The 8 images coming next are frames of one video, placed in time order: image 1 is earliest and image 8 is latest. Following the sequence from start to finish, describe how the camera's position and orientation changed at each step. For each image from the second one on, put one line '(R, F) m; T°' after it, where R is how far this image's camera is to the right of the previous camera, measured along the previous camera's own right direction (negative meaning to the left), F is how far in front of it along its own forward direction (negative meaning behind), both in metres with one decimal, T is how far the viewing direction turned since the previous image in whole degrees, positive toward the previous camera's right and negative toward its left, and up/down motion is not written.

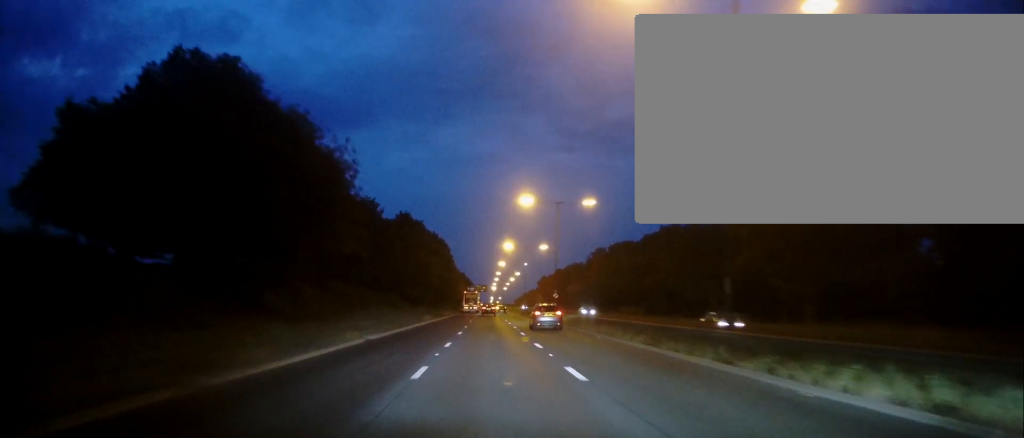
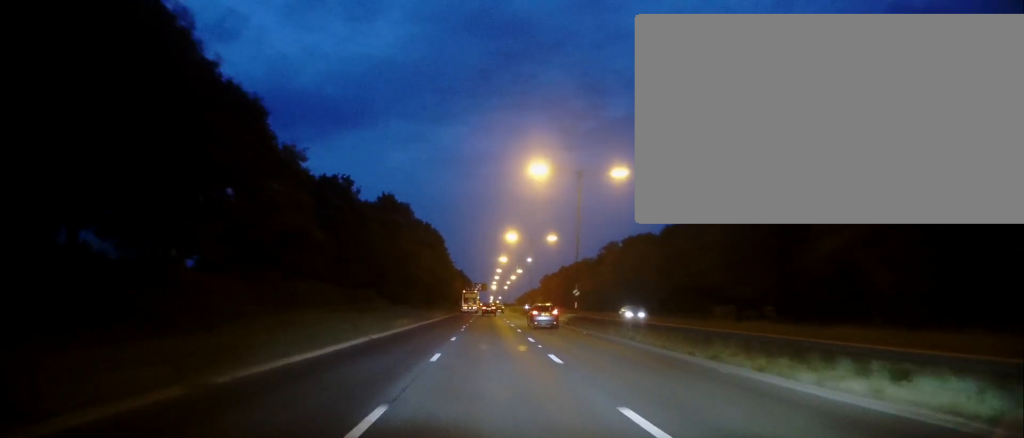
(0.0, +14.6) m; 0°
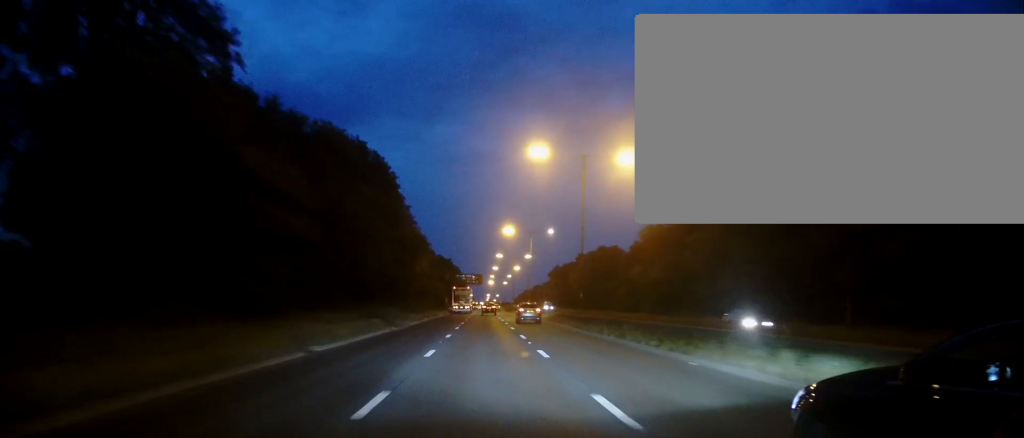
(0.0, +52.3) m; 0°
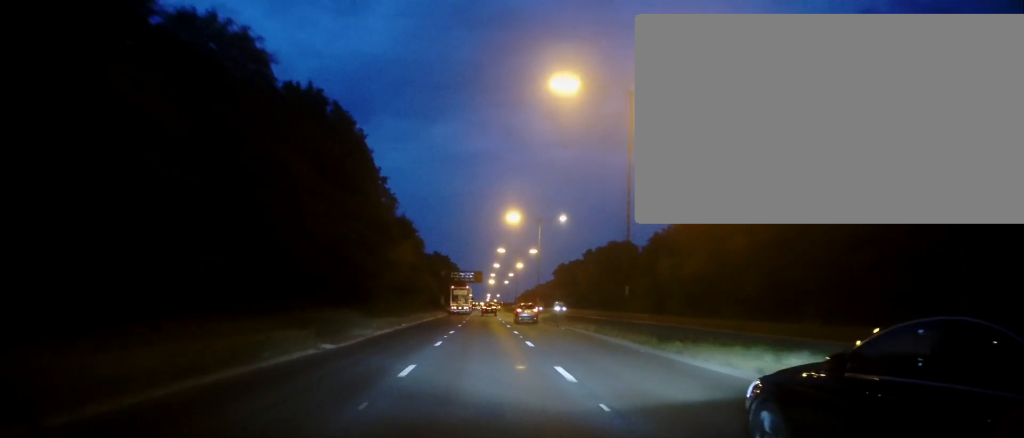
(0.0, +13.9) m; 0°
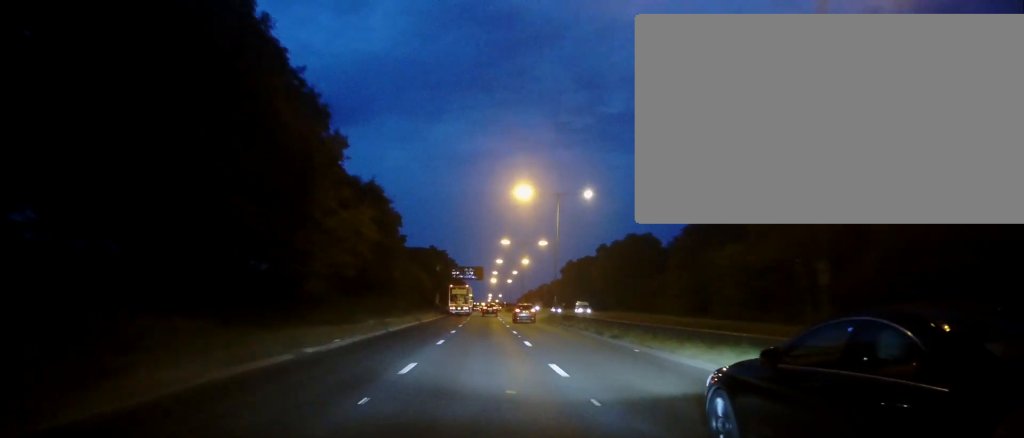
(0.0, +17.0) m; 0°
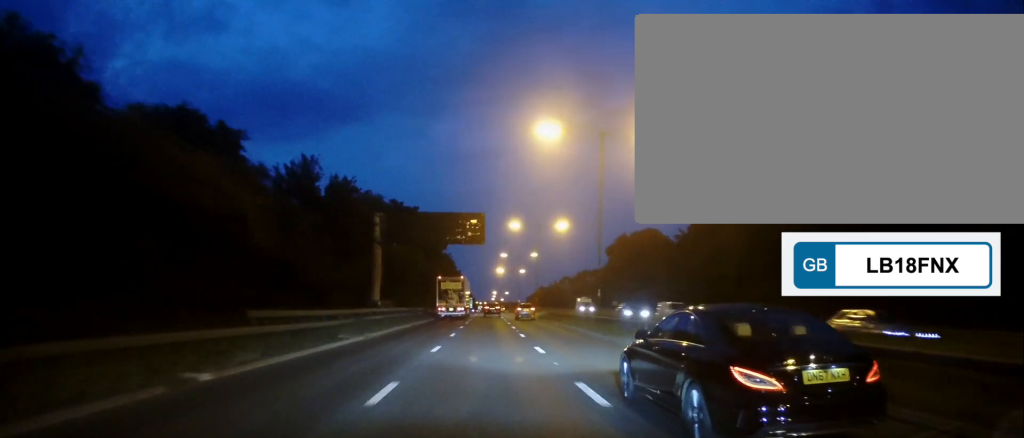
(0.0, +66.3) m; 0°
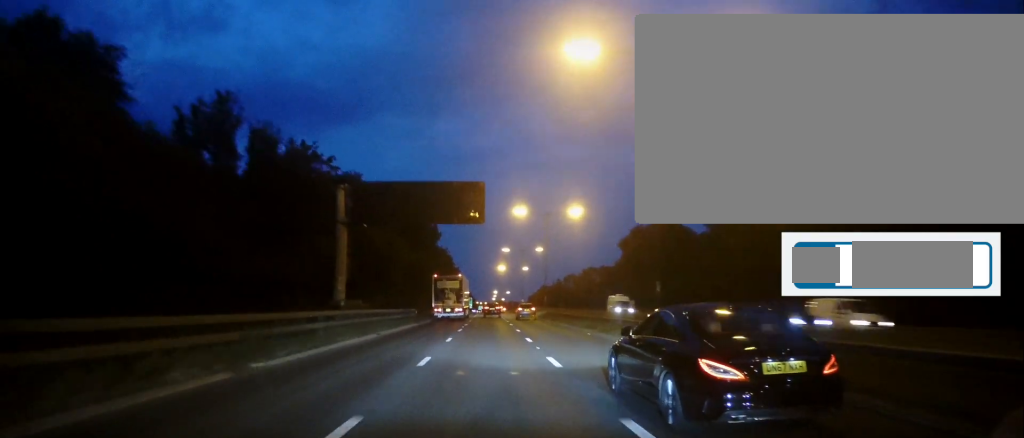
(0.0, +12.1) m; 0°
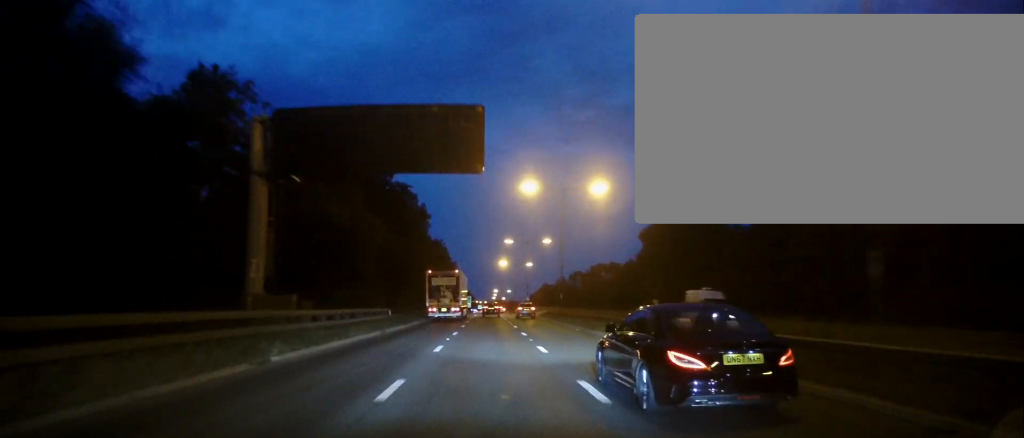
(0.0, +14.7) m; 0°
